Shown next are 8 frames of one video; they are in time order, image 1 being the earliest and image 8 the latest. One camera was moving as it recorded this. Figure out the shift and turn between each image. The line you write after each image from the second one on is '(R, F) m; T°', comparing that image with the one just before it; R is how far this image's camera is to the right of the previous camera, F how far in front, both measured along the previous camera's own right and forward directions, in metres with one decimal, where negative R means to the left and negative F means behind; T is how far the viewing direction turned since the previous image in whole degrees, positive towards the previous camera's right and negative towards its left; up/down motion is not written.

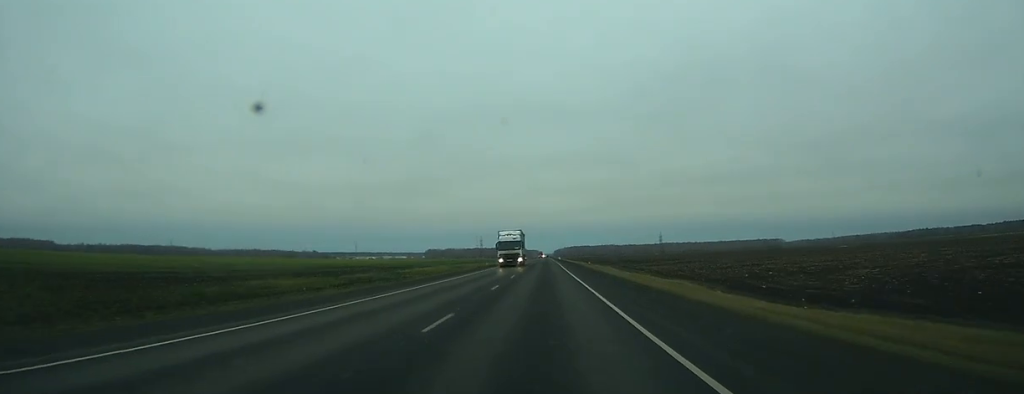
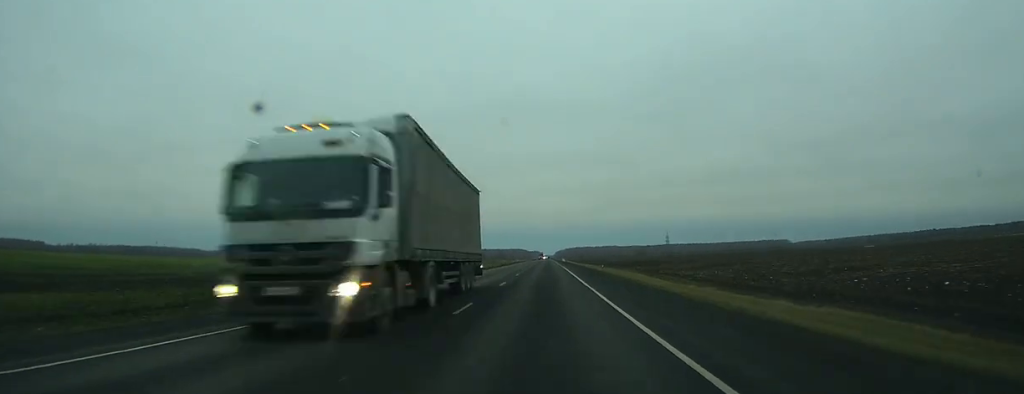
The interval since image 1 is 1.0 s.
(0.0, +36.7) m; 0°
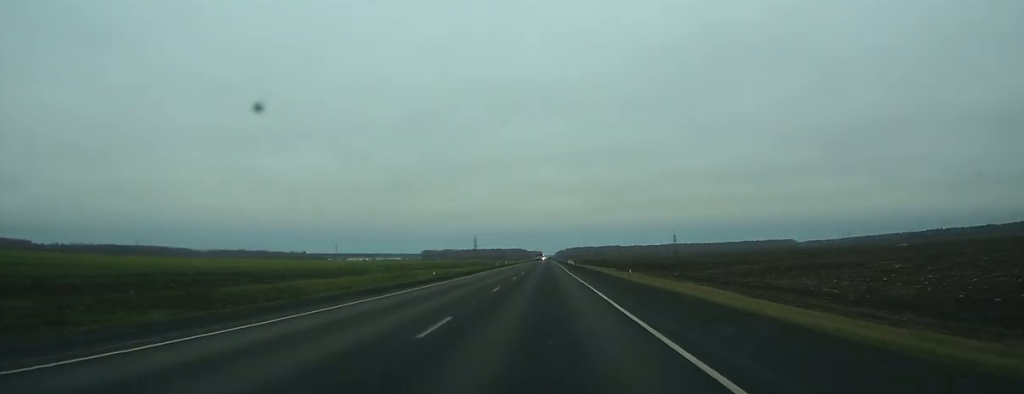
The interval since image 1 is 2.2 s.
(0.0, +42.3) m; 0°
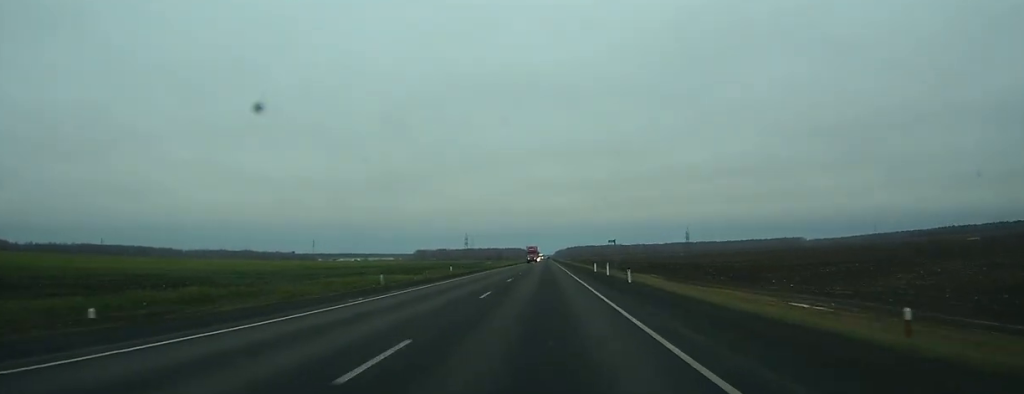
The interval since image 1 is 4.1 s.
(-0.1, +65.5) m; 0°
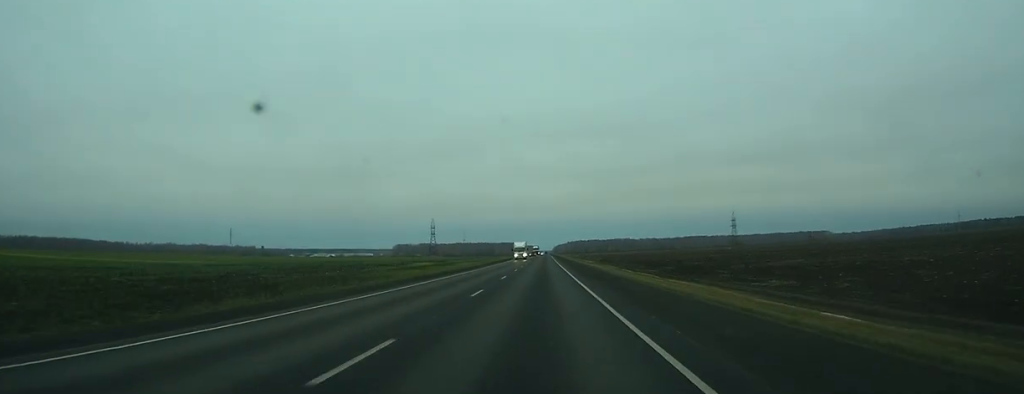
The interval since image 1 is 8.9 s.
(+0.2, +164.4) m; 0°
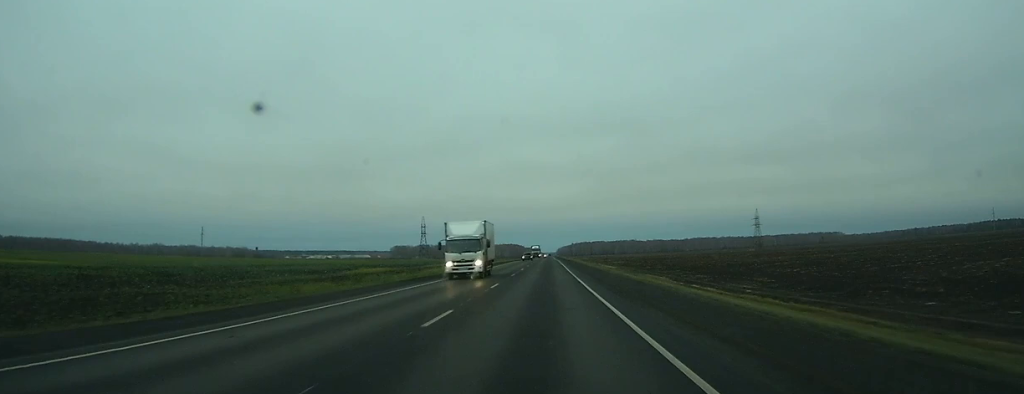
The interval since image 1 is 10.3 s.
(0.0, +43.4) m; 0°
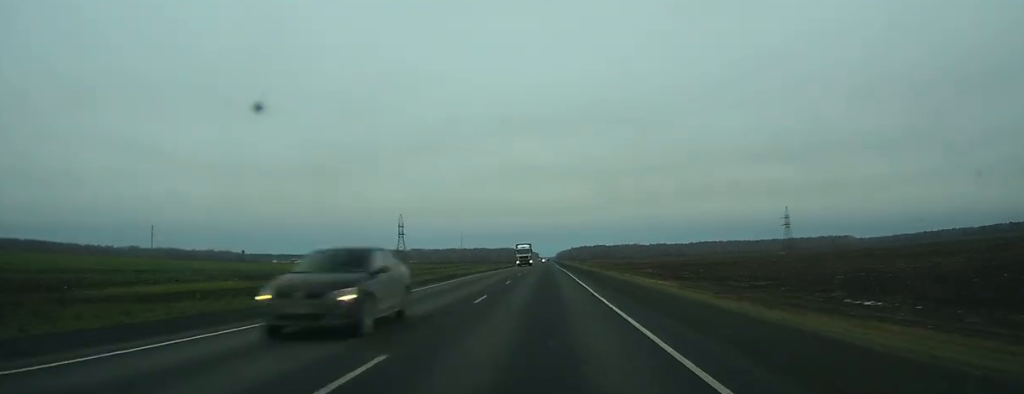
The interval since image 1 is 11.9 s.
(0.0, +52.7) m; 0°
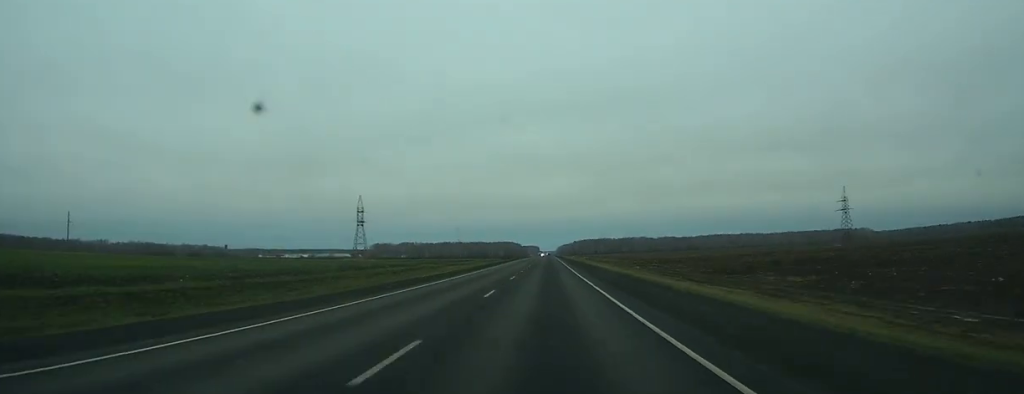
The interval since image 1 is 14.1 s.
(0.0, +68.7) m; 0°
